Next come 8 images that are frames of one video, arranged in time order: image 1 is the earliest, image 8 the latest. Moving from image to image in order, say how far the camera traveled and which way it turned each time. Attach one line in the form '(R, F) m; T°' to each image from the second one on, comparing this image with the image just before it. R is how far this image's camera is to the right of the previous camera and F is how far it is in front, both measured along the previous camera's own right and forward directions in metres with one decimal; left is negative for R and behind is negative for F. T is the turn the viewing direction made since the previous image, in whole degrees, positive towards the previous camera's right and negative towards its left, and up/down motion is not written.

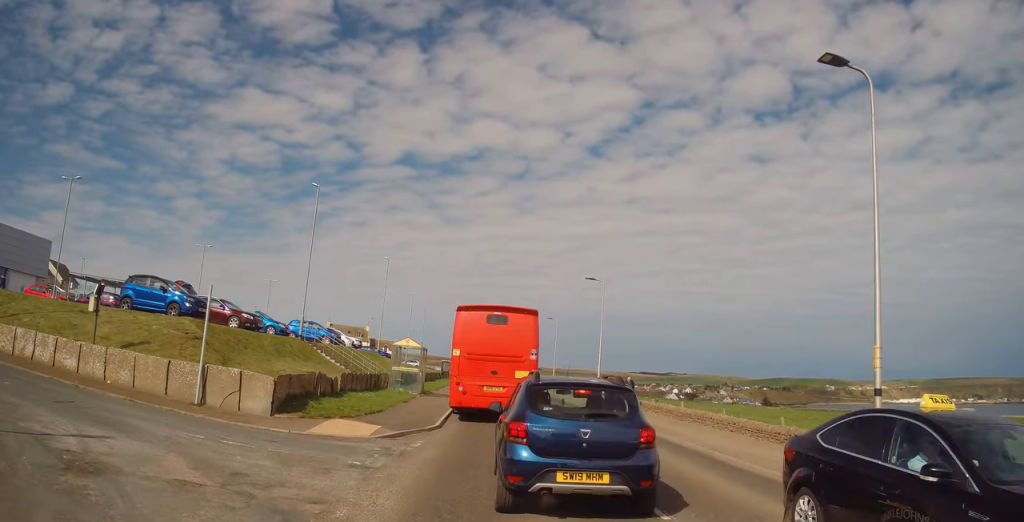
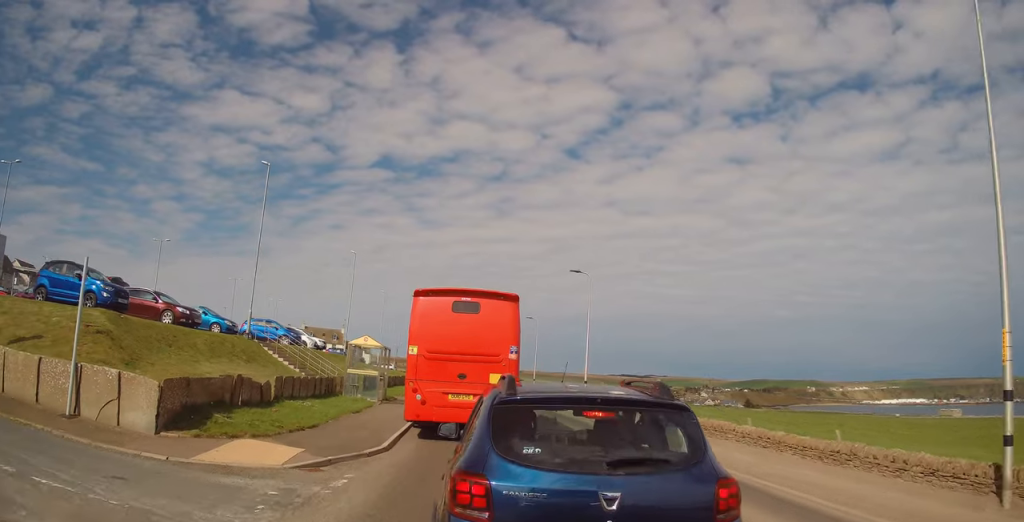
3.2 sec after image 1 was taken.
(+0.3, +2.9) m; +1°
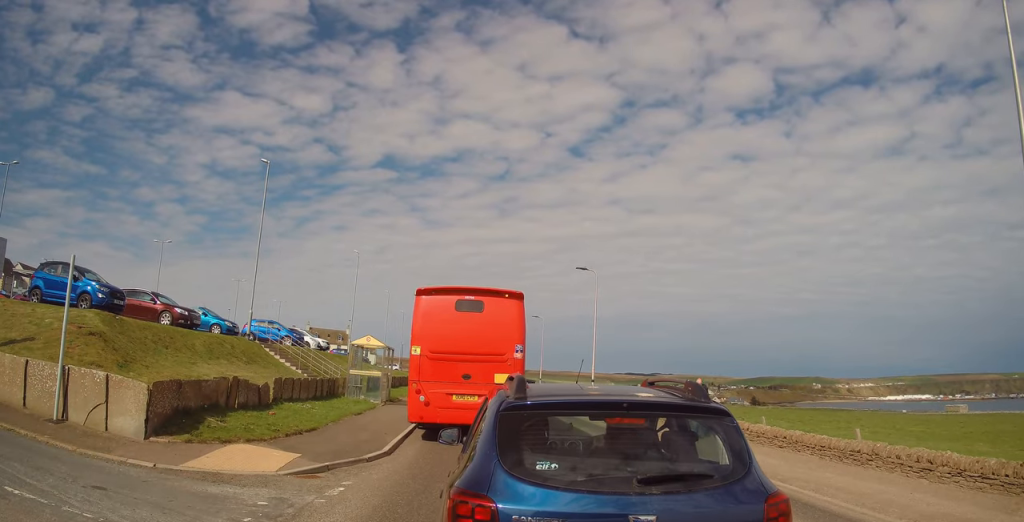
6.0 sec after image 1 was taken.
(0.0, +3.9) m; -2°
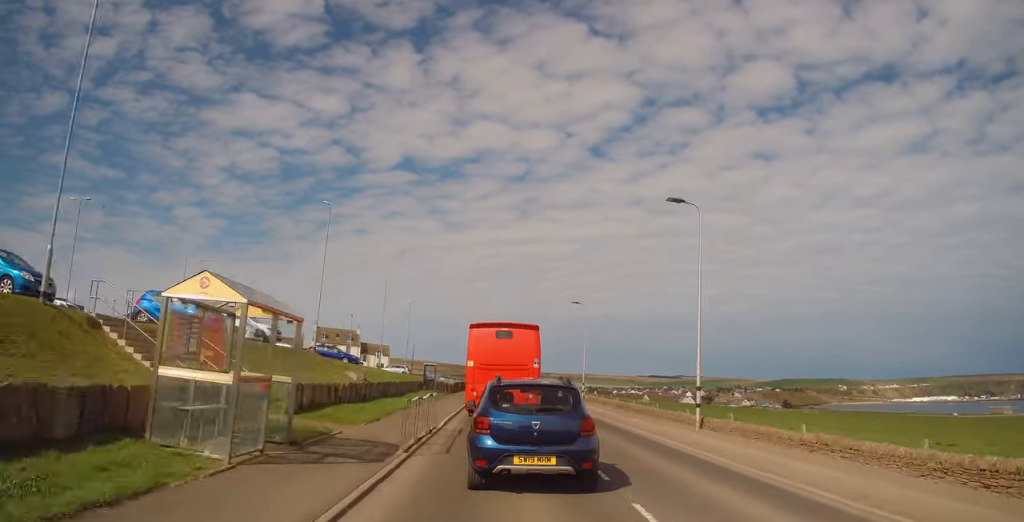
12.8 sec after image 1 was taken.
(-1.3, +19.9) m; -6°
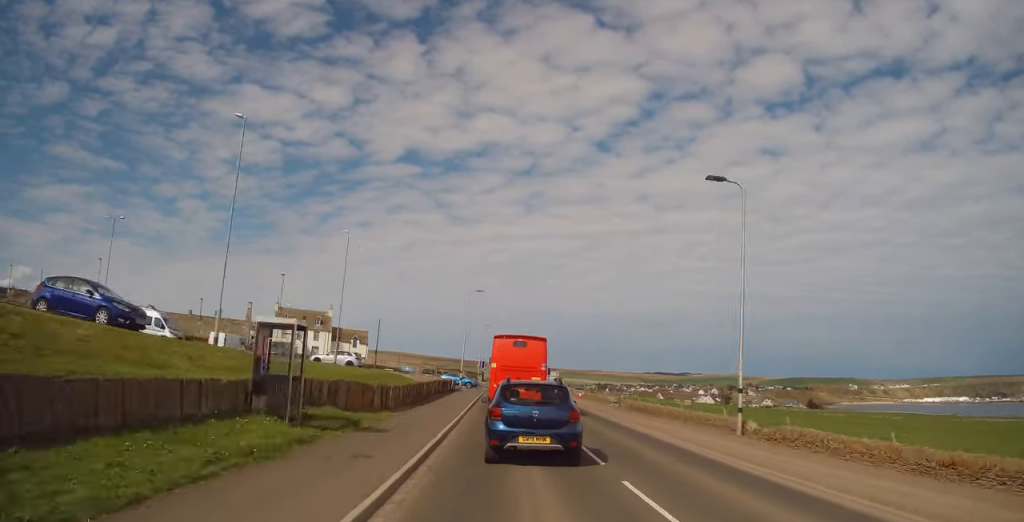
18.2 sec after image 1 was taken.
(-0.1, +28.8) m; +1°
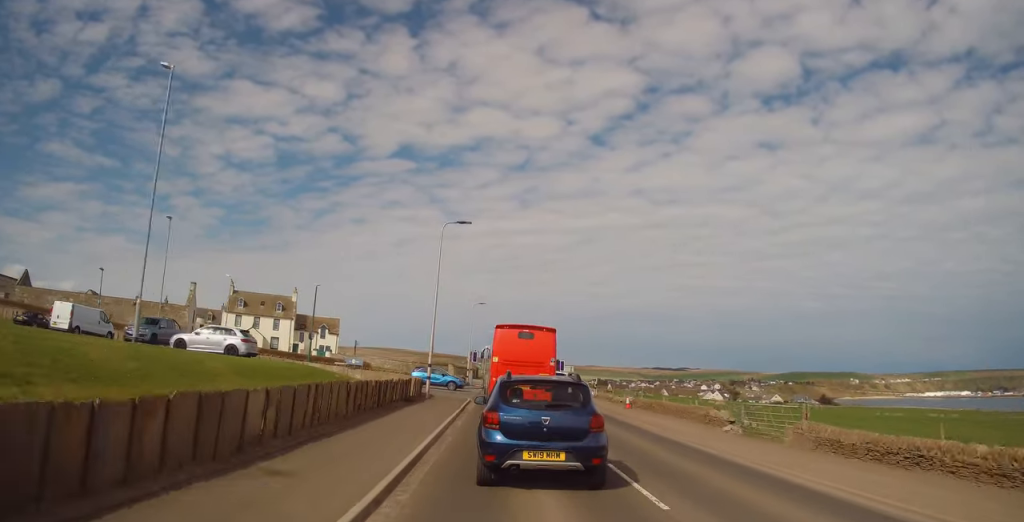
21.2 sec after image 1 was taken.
(+0.4, +19.3) m; 0°
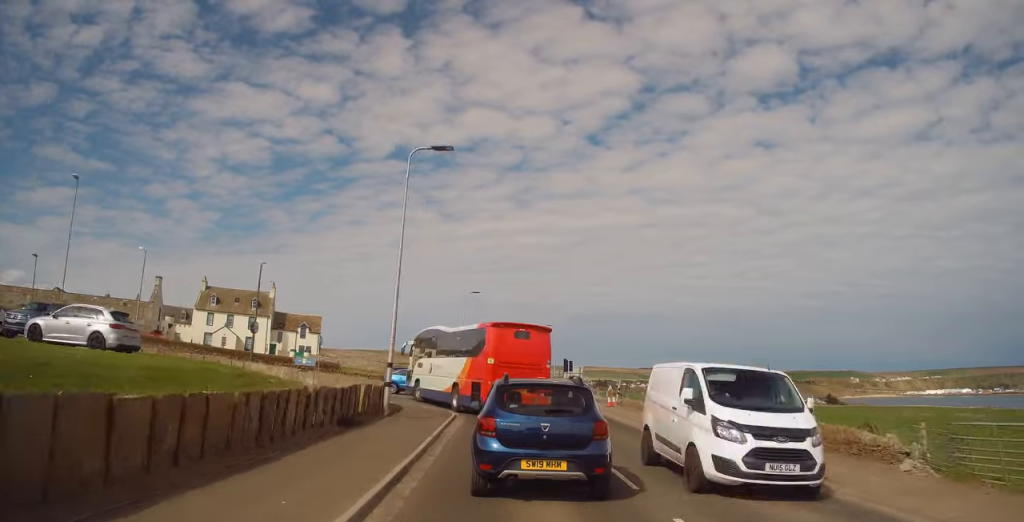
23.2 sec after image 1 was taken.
(-0.2, +14.0) m; 0°
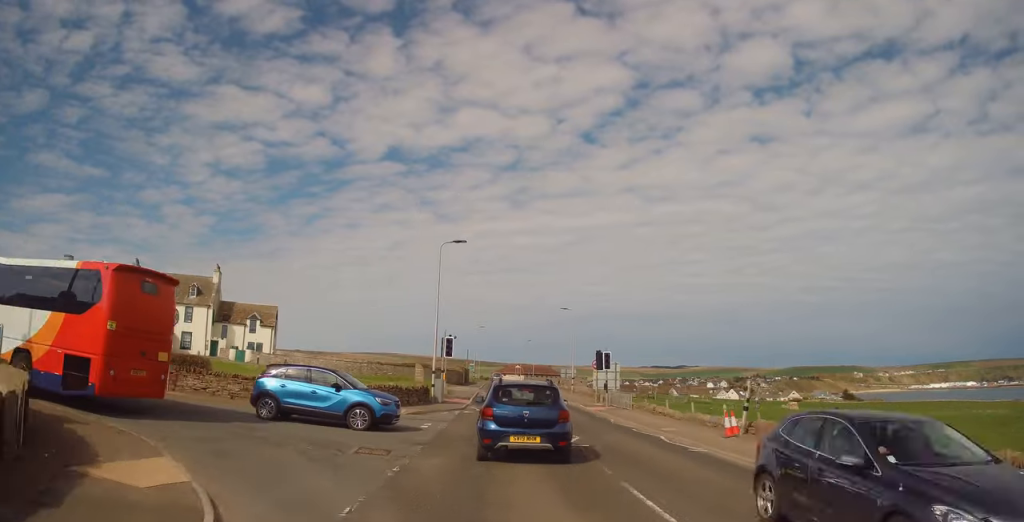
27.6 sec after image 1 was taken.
(+0.2, +35.9) m; +1°
